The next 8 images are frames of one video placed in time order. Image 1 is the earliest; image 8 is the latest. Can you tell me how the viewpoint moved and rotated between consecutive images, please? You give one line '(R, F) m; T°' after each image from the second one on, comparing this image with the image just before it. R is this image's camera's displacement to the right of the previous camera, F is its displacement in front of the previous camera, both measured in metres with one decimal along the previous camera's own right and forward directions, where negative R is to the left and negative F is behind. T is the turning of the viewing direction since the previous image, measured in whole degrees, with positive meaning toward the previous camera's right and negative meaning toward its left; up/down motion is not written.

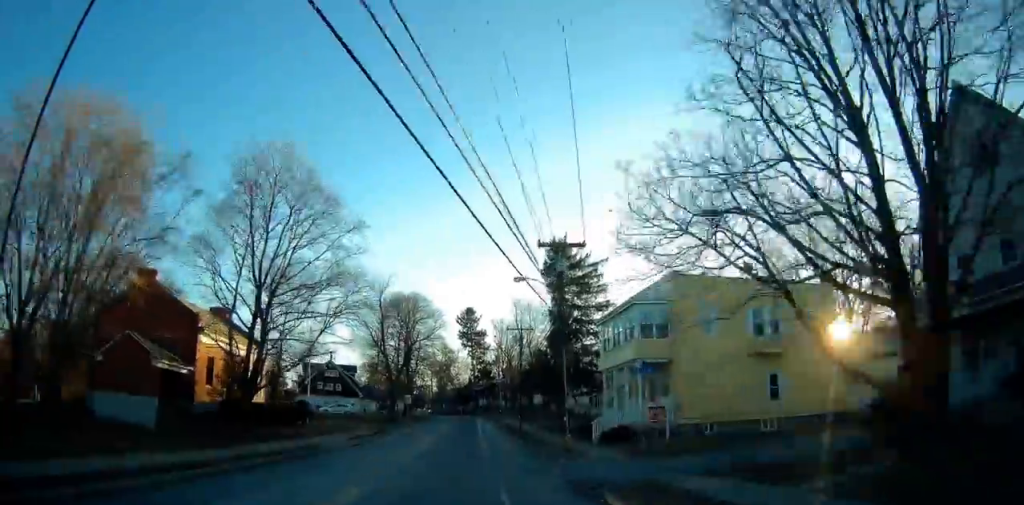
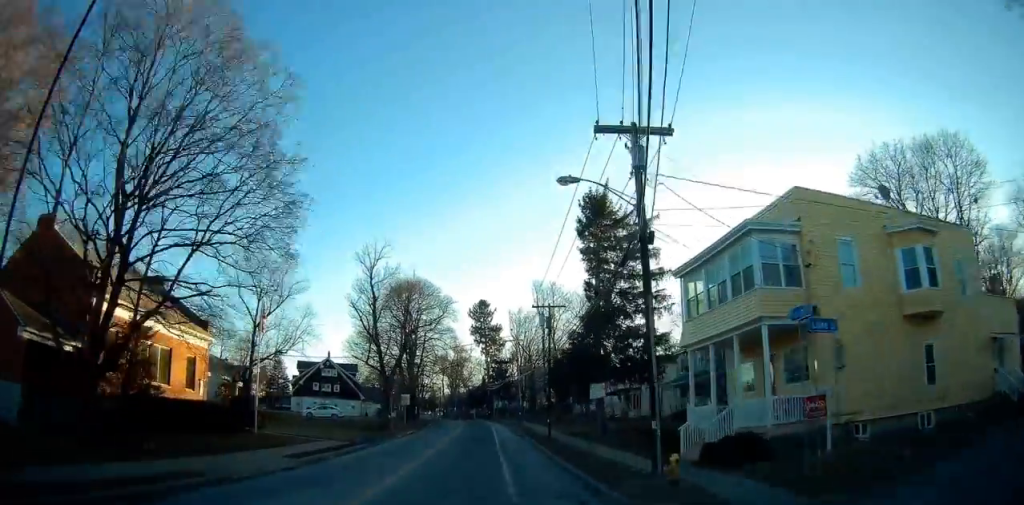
(-0.5, +12.4) m; -3°
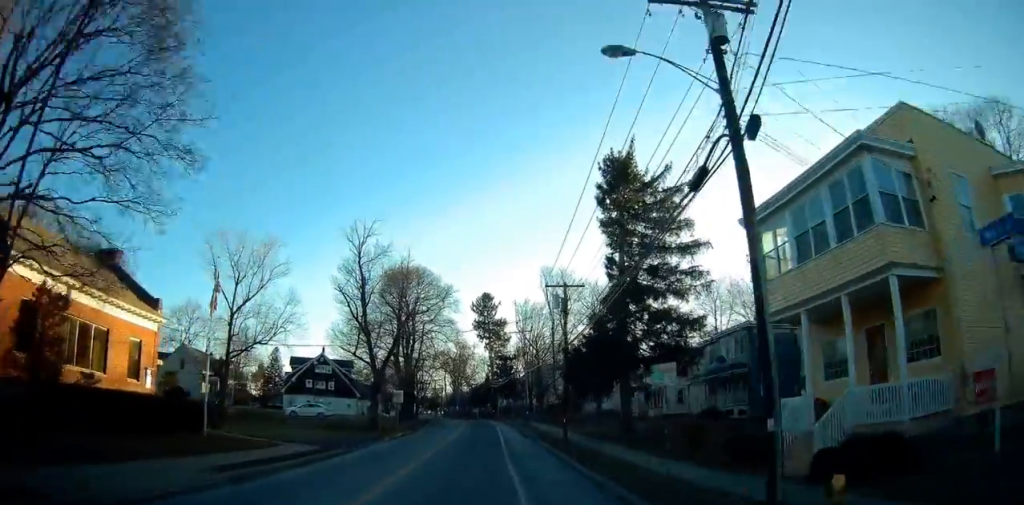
(-0.3, +6.3) m; 0°
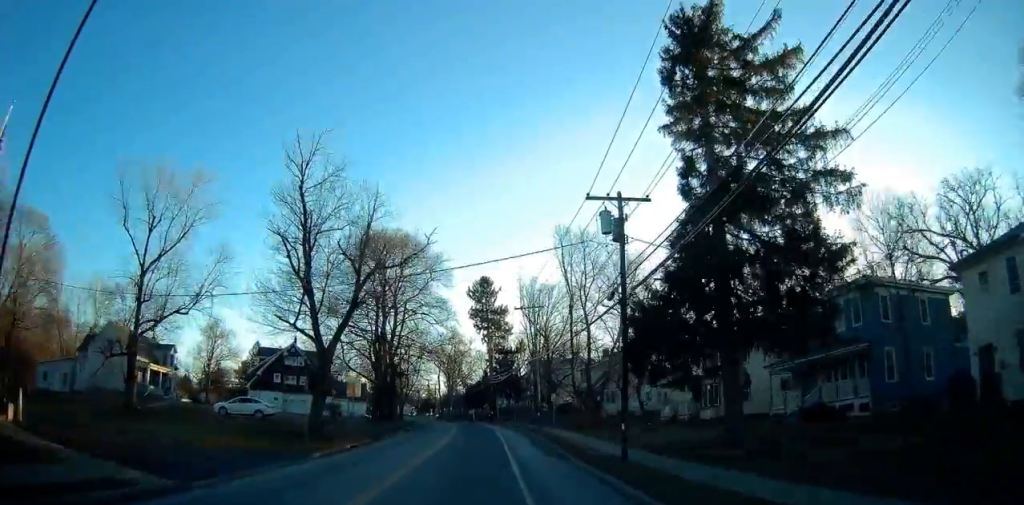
(+0.5, +15.0) m; +1°
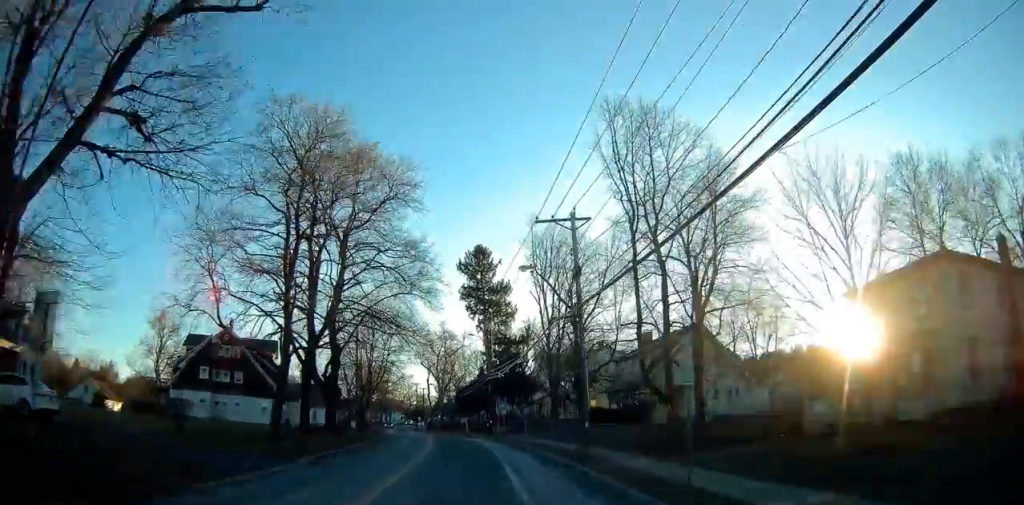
(-0.9, +23.4) m; -3°
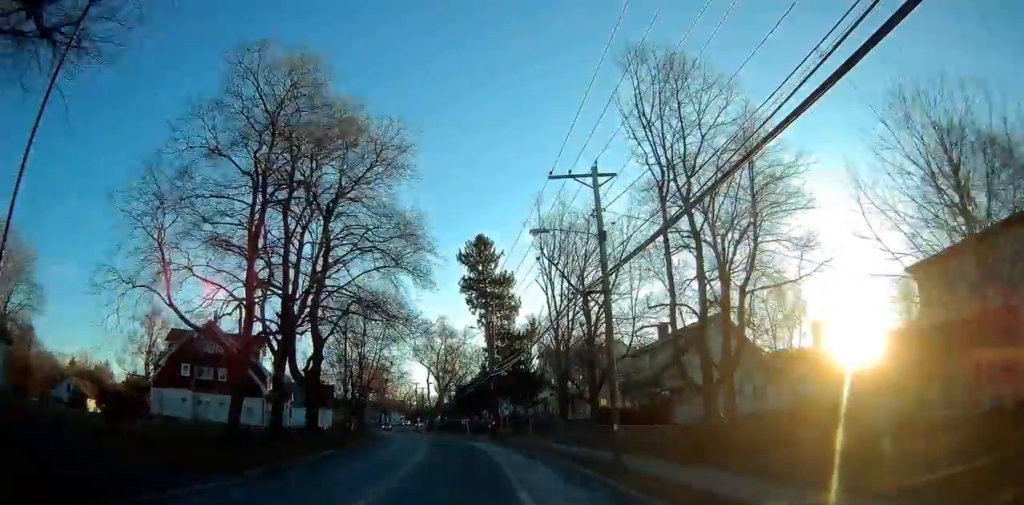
(0.0, +4.8) m; +1°
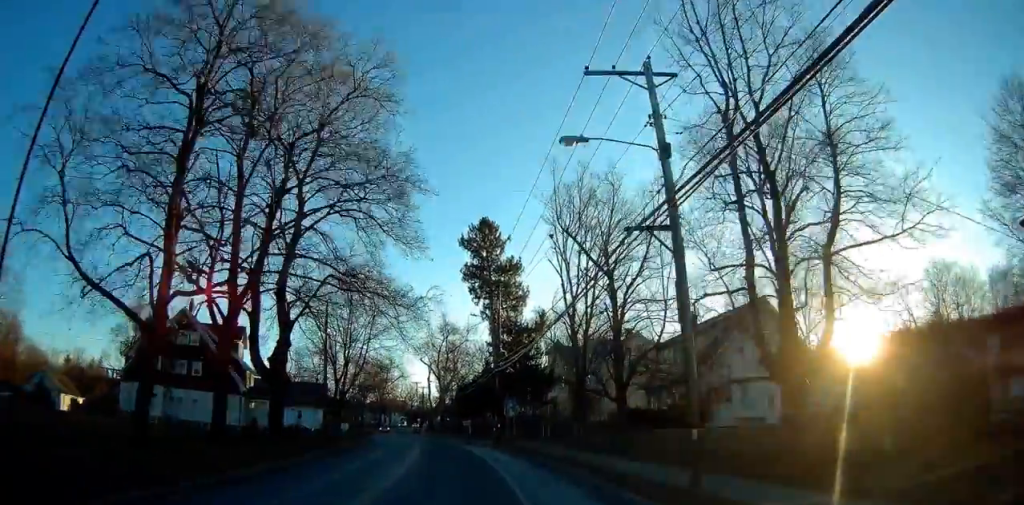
(-0.1, +6.8) m; +1°
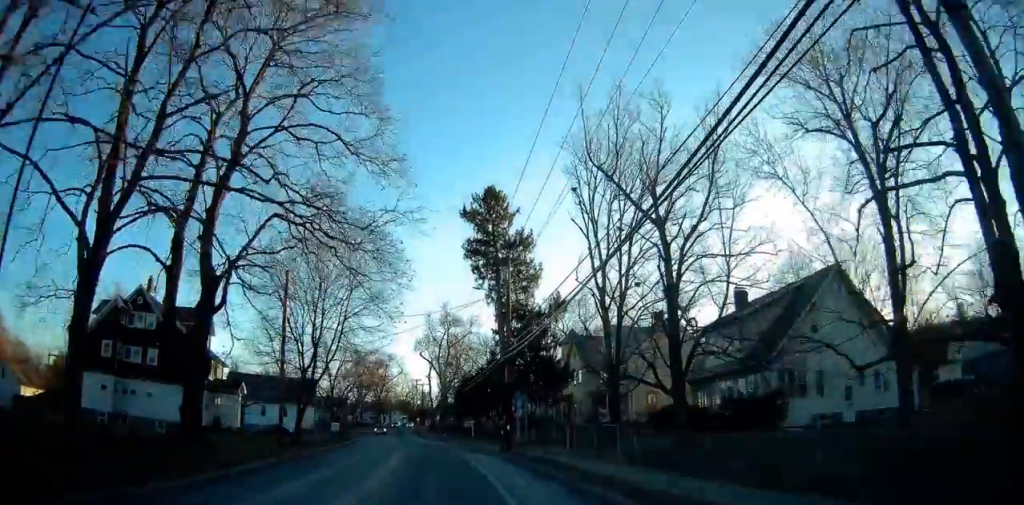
(+0.4, +9.1) m; 0°
